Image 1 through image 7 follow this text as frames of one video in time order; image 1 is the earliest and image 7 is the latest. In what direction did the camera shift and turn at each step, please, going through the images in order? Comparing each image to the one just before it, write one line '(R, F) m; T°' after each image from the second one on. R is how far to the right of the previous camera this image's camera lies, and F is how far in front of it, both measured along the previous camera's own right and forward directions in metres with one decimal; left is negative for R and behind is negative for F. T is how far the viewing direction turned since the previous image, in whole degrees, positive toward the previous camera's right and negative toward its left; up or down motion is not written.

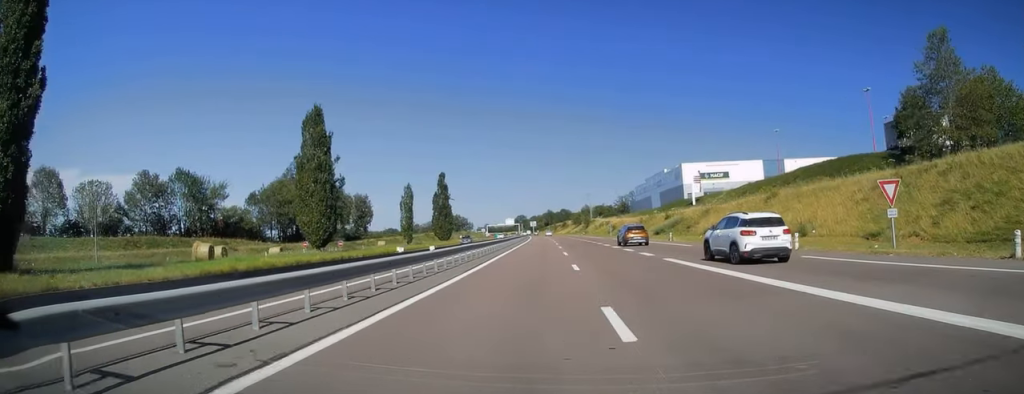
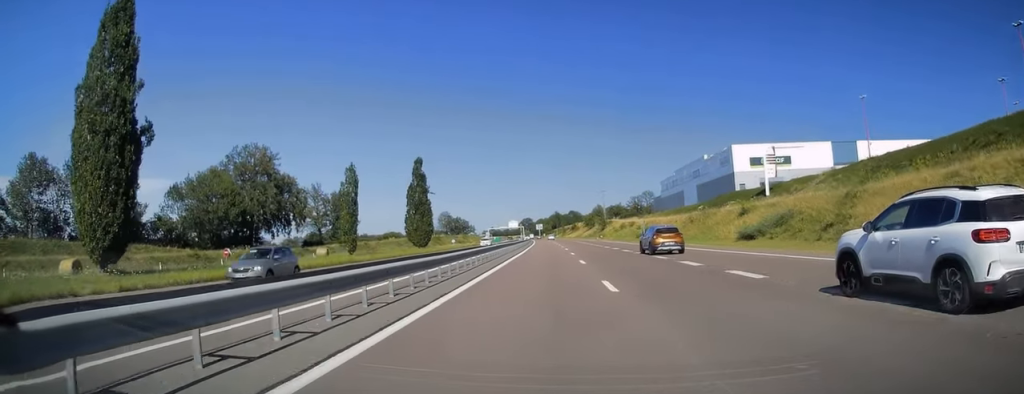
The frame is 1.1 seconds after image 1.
(-0.6, +32.4) m; -1°
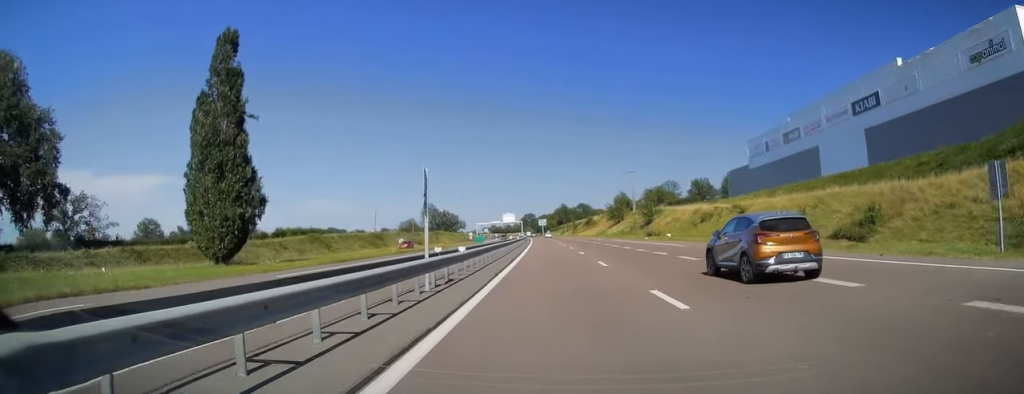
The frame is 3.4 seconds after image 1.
(+0.5, +68.2) m; +1°
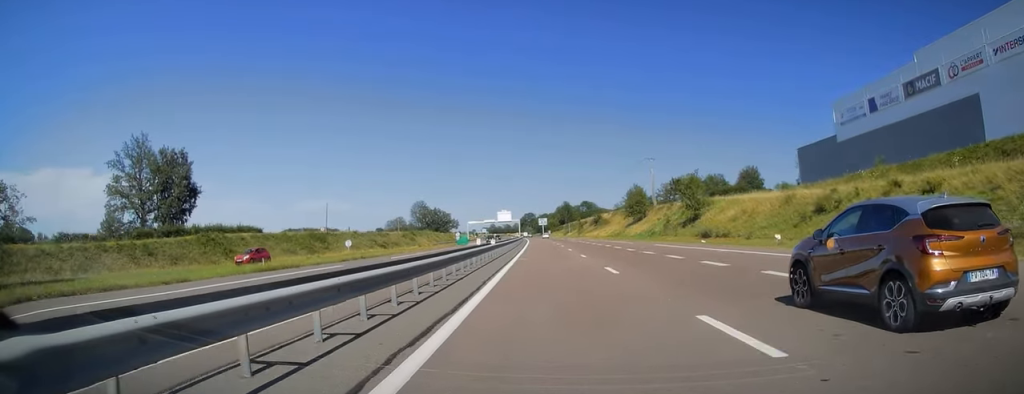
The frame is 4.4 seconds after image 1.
(0.0, +29.9) m; -1°
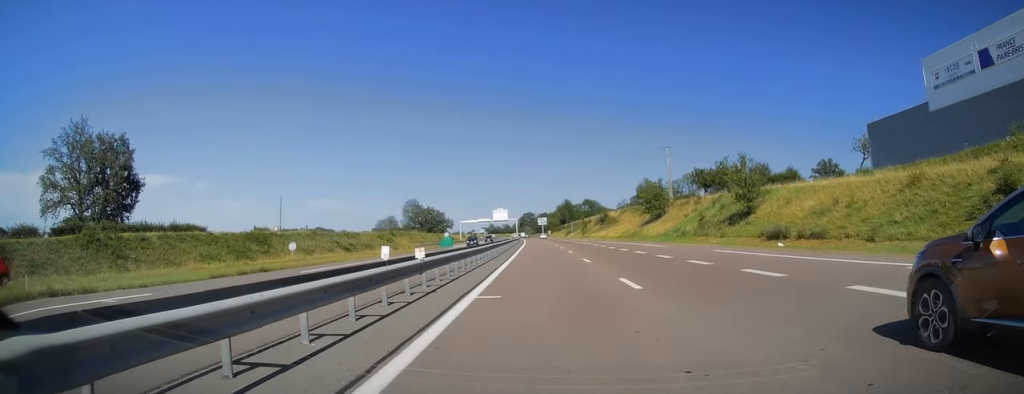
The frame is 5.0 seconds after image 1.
(-0.2, +18.1) m; 0°
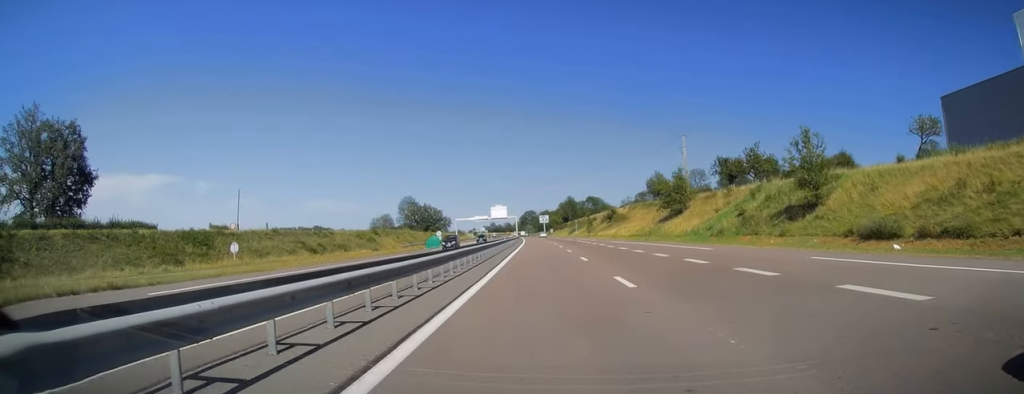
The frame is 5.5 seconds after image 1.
(-0.2, +12.7) m; 0°
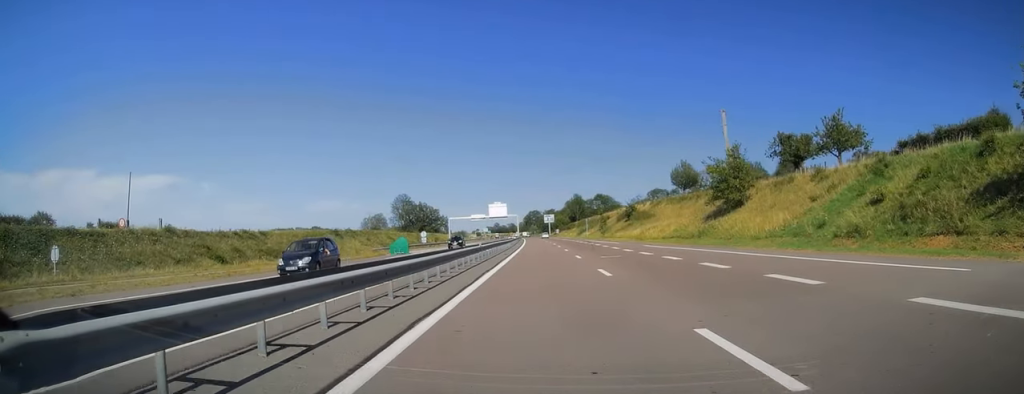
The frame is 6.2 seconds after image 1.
(+0.2, +22.1) m; 0°
